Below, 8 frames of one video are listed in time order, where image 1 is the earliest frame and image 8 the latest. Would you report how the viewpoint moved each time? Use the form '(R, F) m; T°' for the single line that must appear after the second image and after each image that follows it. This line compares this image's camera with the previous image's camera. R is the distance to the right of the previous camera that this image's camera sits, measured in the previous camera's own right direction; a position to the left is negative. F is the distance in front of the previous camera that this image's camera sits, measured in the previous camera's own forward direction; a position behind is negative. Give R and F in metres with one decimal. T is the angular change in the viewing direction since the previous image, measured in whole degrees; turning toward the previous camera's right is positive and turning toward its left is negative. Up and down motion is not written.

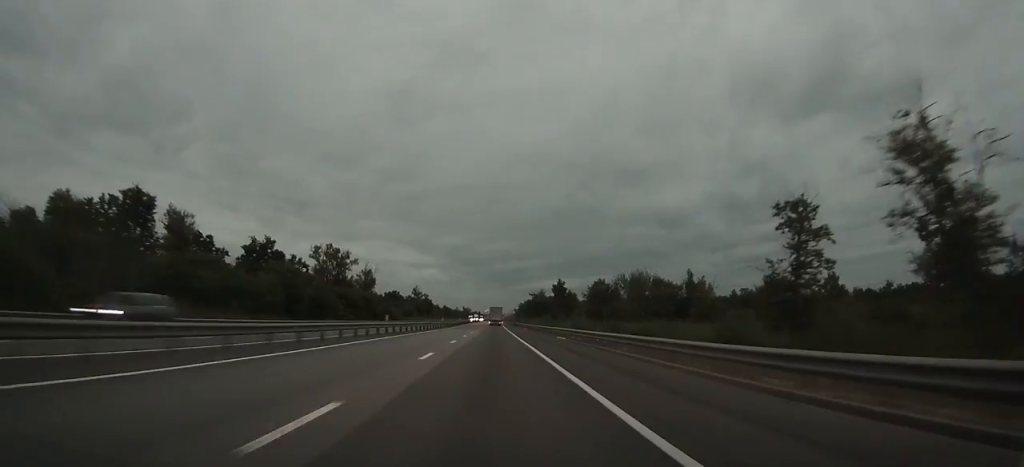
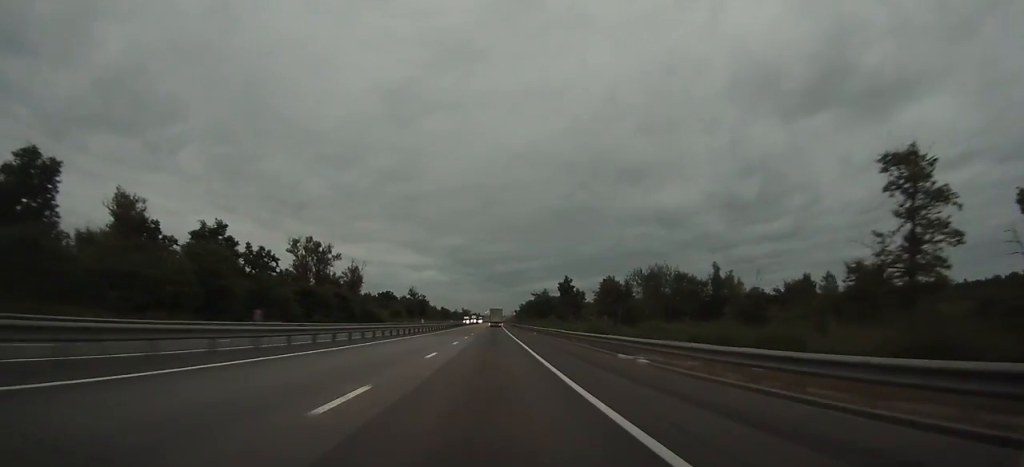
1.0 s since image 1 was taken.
(+0.1, +22.0) m; 0°
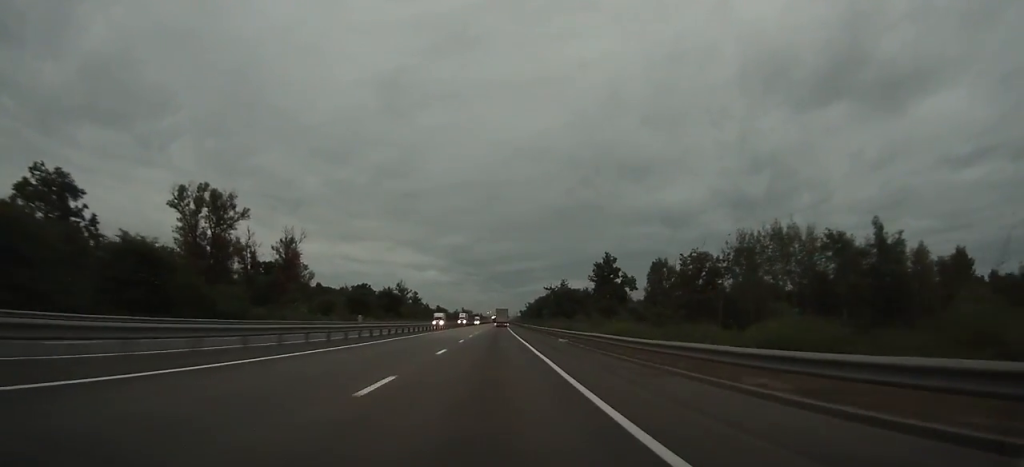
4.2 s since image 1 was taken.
(-0.3, +69.8) m; 0°
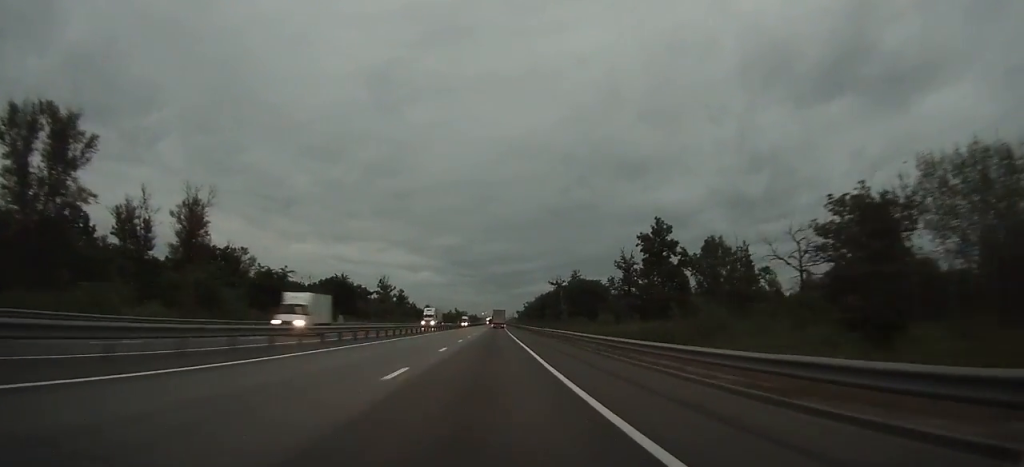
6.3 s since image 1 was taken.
(-0.1, +45.1) m; 0°
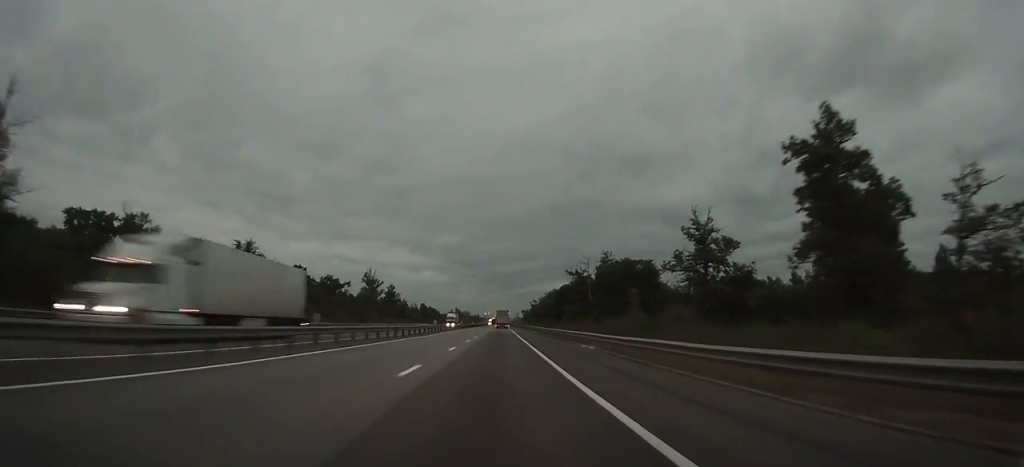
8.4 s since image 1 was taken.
(+0.1, +46.6) m; 0°
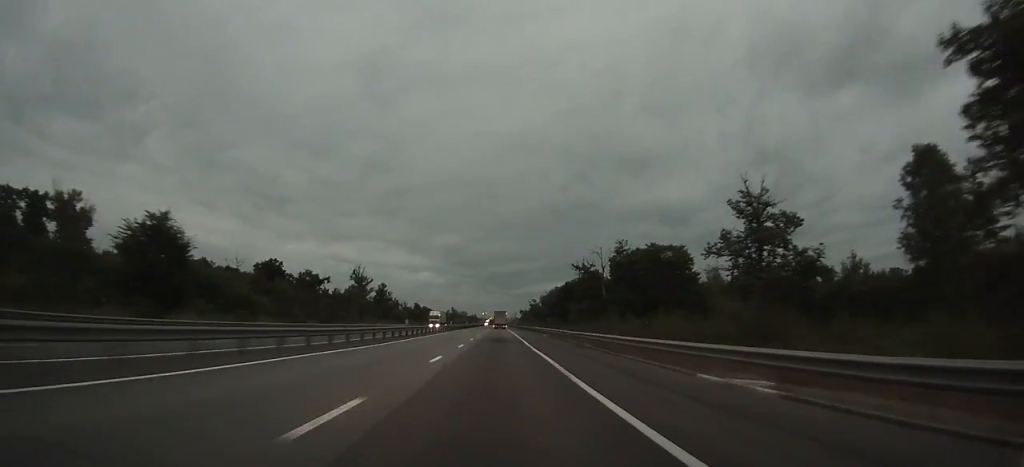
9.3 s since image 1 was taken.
(0.0, +19.0) m; 0°
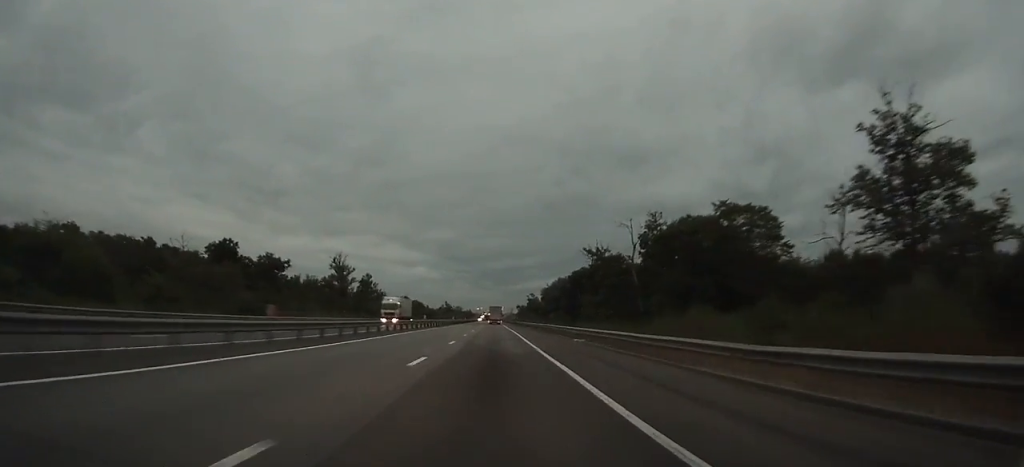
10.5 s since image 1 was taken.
(-0.1, +27.8) m; 0°
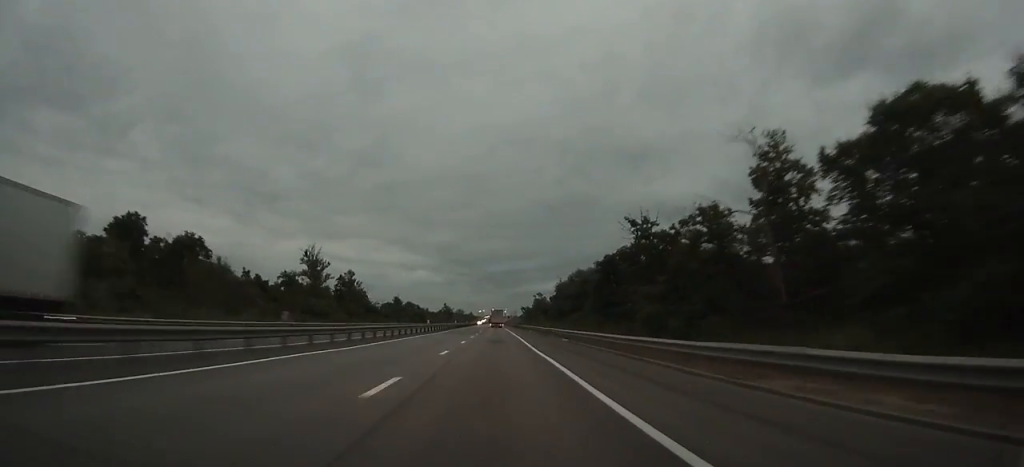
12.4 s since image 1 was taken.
(+0.1, +40.8) m; 0°
